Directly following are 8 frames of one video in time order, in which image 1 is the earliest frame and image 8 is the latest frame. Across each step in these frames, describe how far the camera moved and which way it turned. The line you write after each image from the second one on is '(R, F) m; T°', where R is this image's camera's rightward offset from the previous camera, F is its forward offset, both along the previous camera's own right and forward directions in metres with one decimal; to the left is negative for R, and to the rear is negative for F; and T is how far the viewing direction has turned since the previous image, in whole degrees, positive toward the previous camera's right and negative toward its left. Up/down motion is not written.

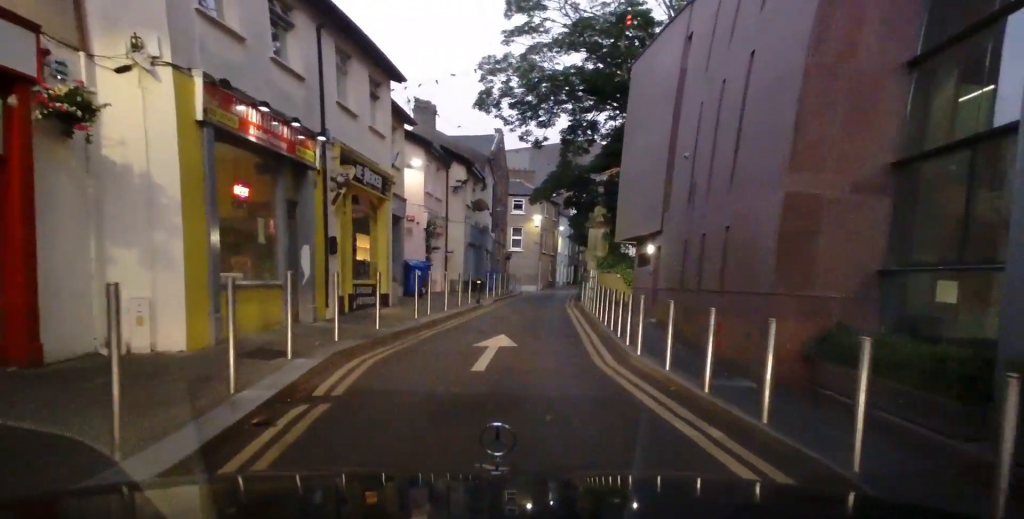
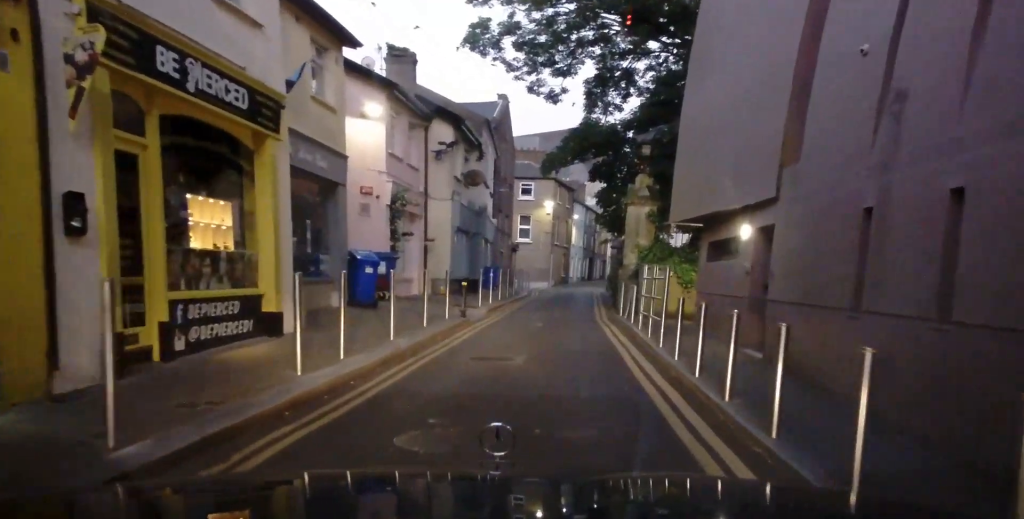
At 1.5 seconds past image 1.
(0.0, +8.8) m; 0°
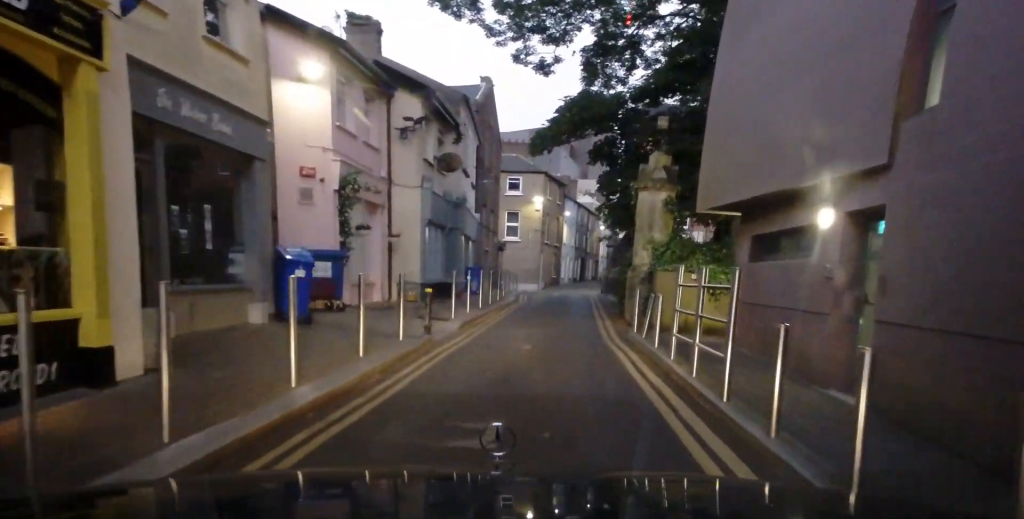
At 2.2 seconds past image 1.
(0.0, +4.1) m; 0°
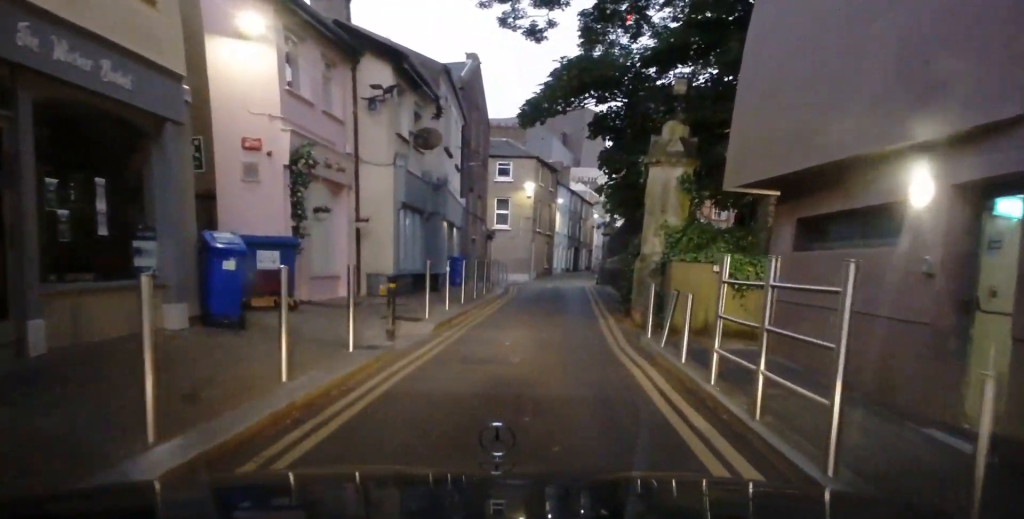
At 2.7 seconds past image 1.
(0.0, +2.5) m; -1°
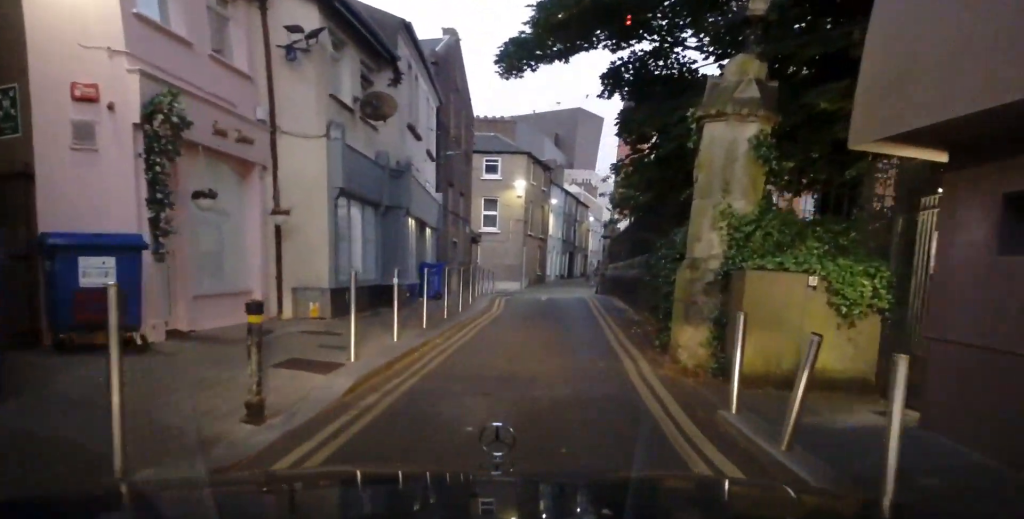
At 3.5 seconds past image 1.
(-0.1, +4.7) m; -1°
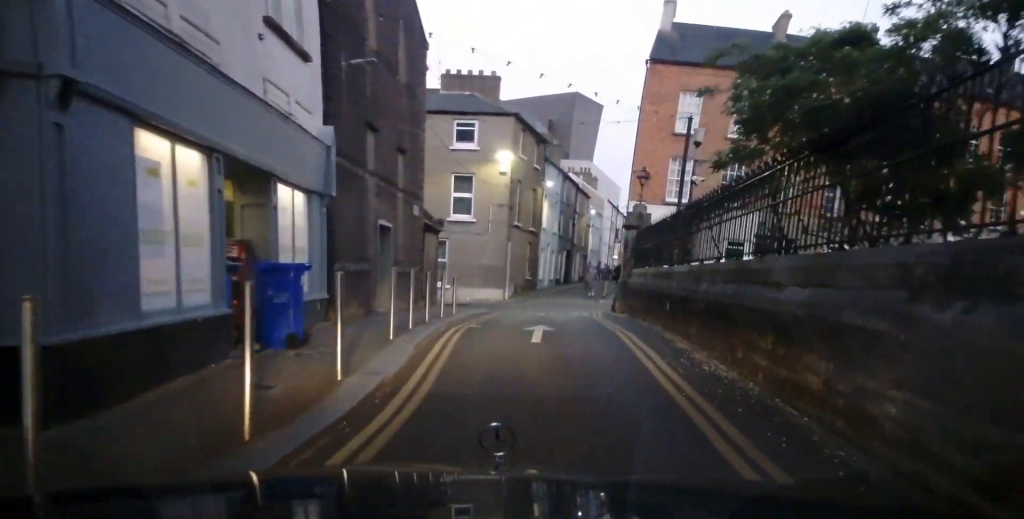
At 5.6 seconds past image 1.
(+0.5, +10.5) m; +11°
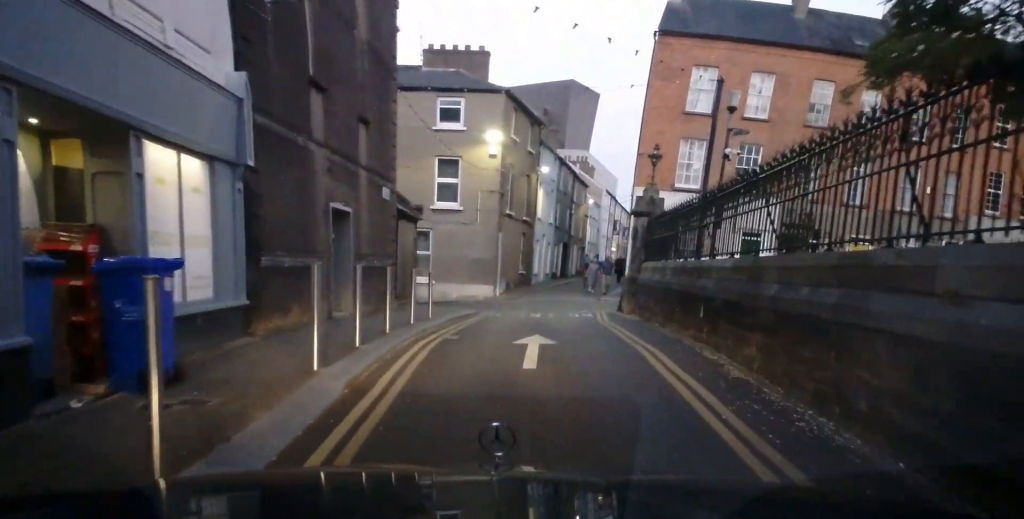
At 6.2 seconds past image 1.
(0.0, +2.3) m; +5°
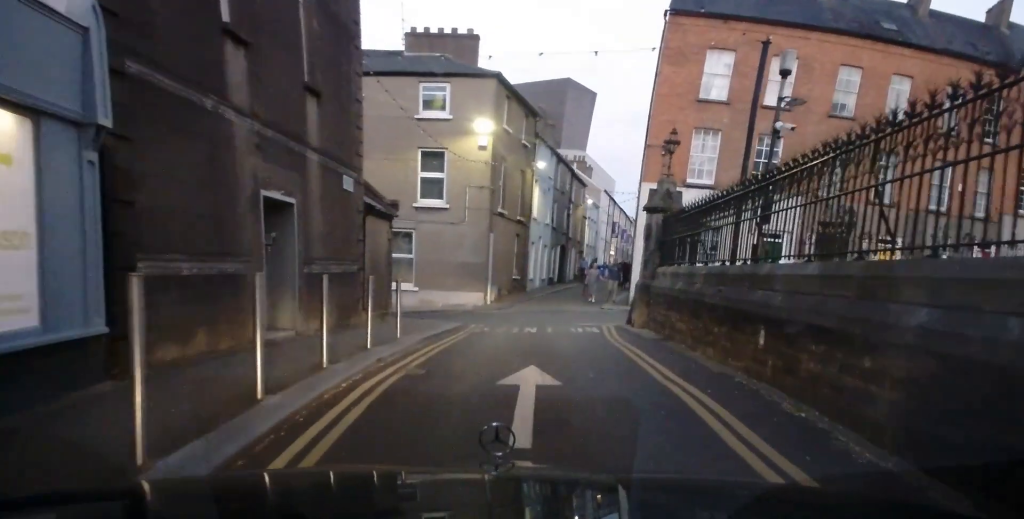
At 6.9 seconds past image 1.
(+0.4, +1.4) m; +1°
